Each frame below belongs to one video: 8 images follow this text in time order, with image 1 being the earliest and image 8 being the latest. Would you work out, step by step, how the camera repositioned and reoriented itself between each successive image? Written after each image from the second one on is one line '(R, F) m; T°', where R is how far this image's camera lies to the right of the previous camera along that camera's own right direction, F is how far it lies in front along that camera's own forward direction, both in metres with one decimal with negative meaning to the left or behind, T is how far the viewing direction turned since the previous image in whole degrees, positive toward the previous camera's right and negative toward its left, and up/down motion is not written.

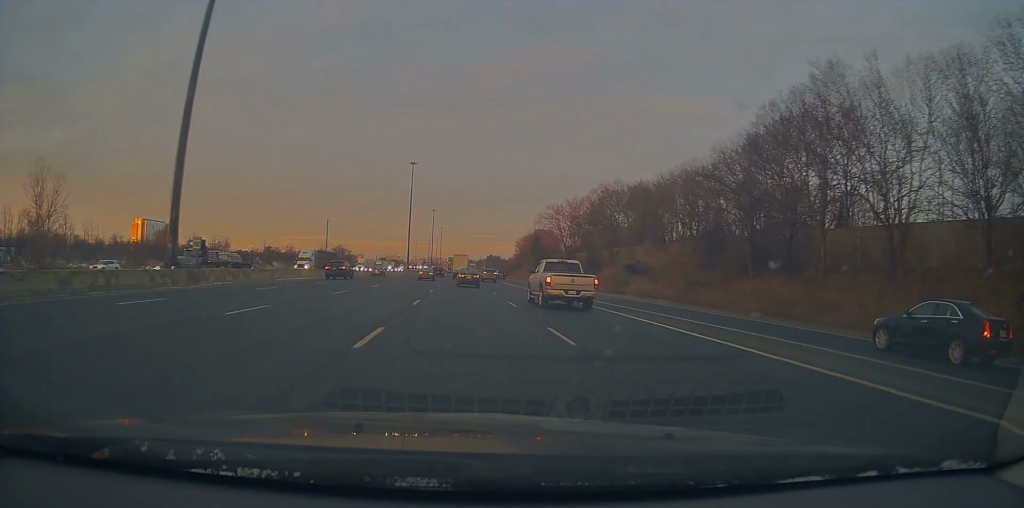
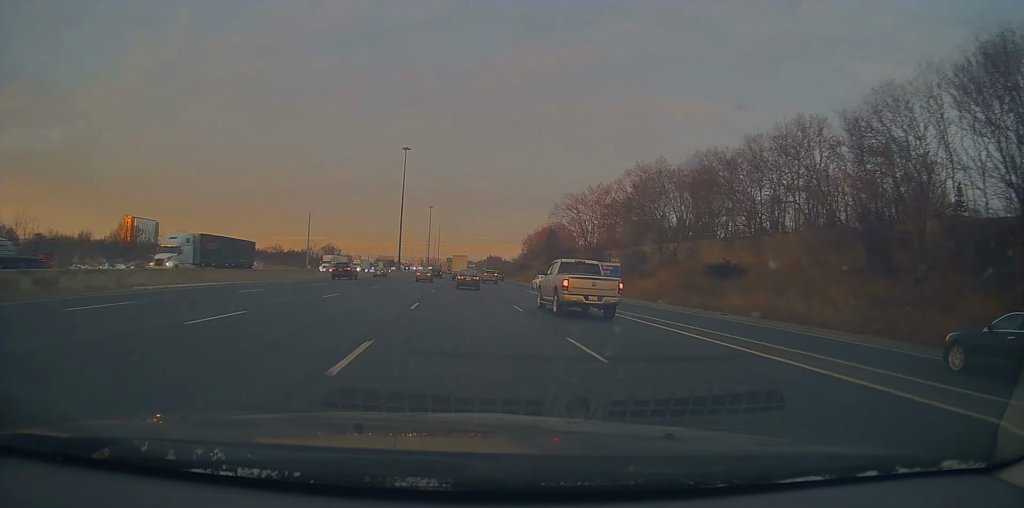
(+0.5, +24.2) m; +1°
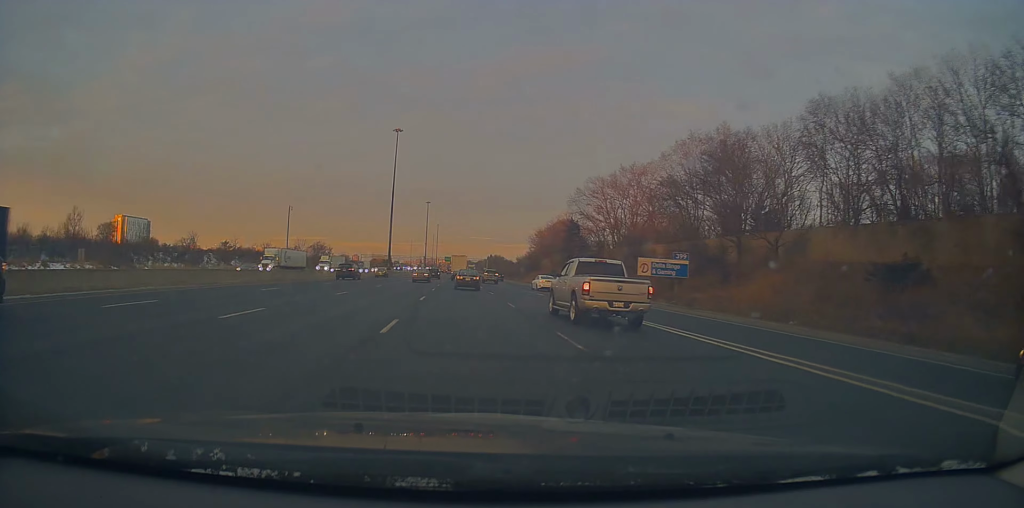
(0.0, +22.0) m; 0°
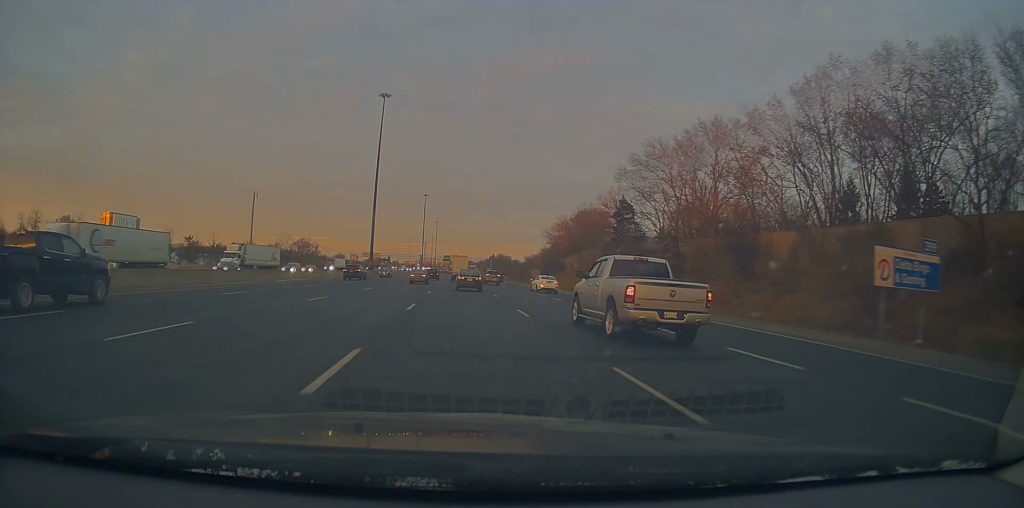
(-0.1, +29.9) m; -1°
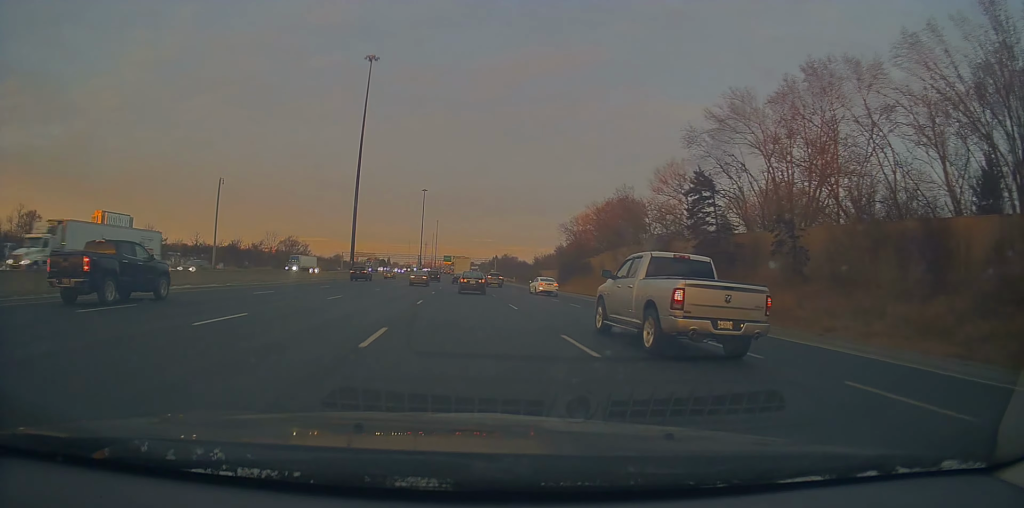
(-0.1, +21.7) m; -1°
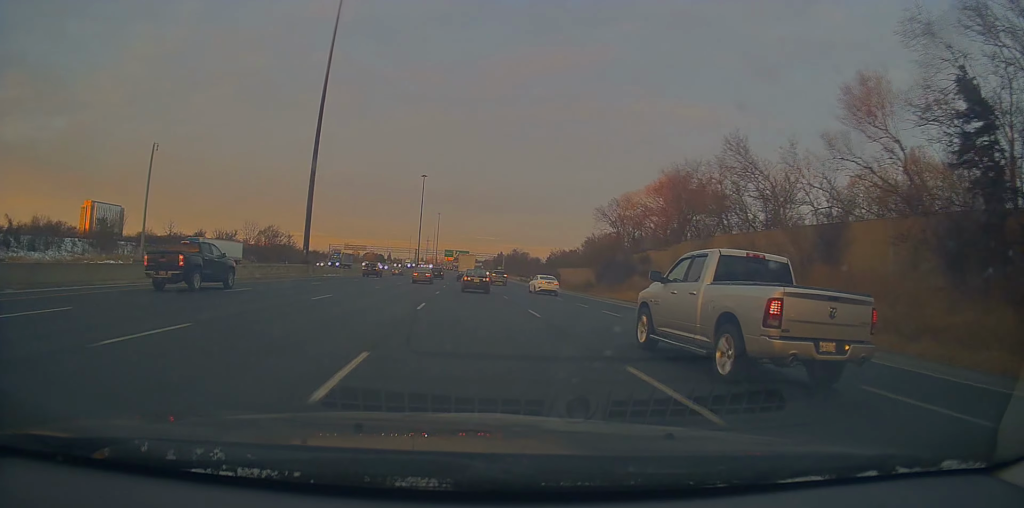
(-0.2, +29.3) m; 0°
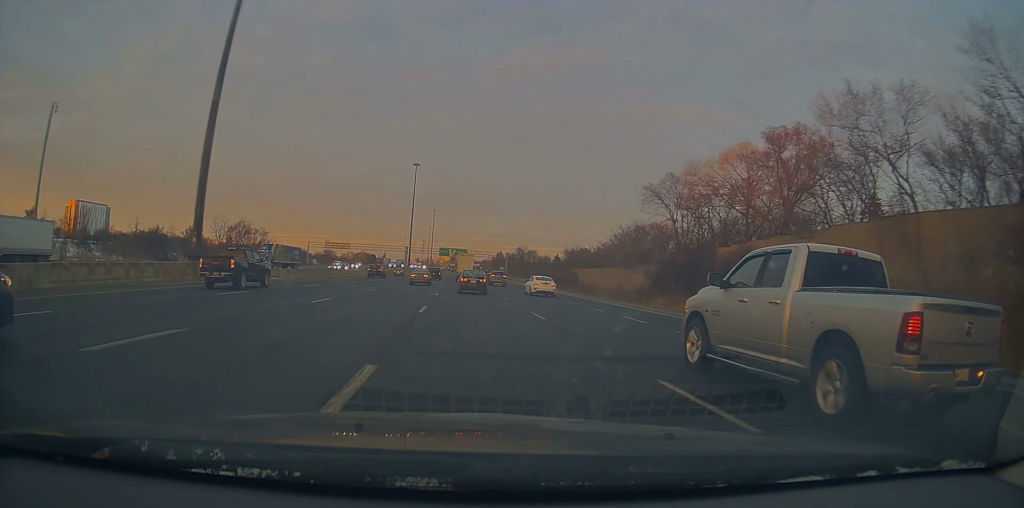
(+0.3, +25.9) m; +1°
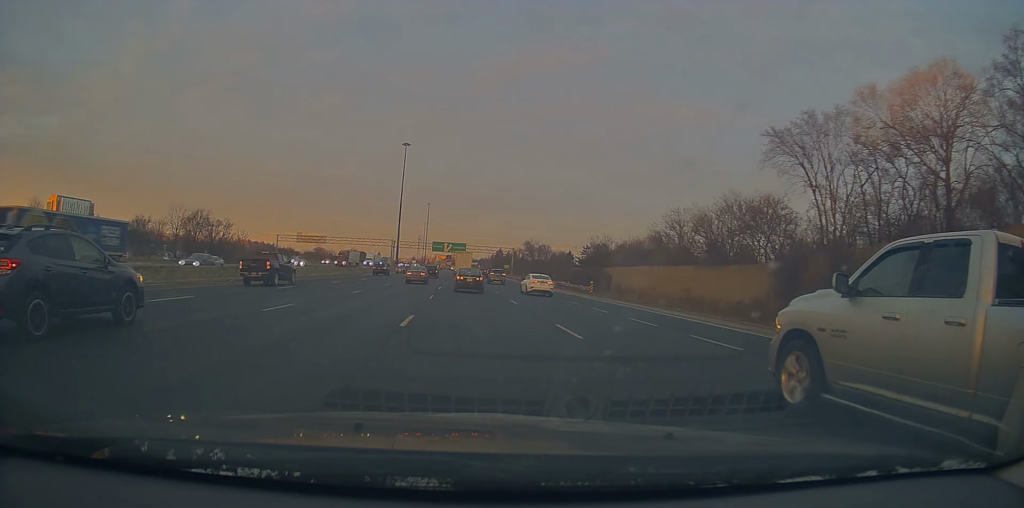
(-0.1, +29.6) m; 0°
